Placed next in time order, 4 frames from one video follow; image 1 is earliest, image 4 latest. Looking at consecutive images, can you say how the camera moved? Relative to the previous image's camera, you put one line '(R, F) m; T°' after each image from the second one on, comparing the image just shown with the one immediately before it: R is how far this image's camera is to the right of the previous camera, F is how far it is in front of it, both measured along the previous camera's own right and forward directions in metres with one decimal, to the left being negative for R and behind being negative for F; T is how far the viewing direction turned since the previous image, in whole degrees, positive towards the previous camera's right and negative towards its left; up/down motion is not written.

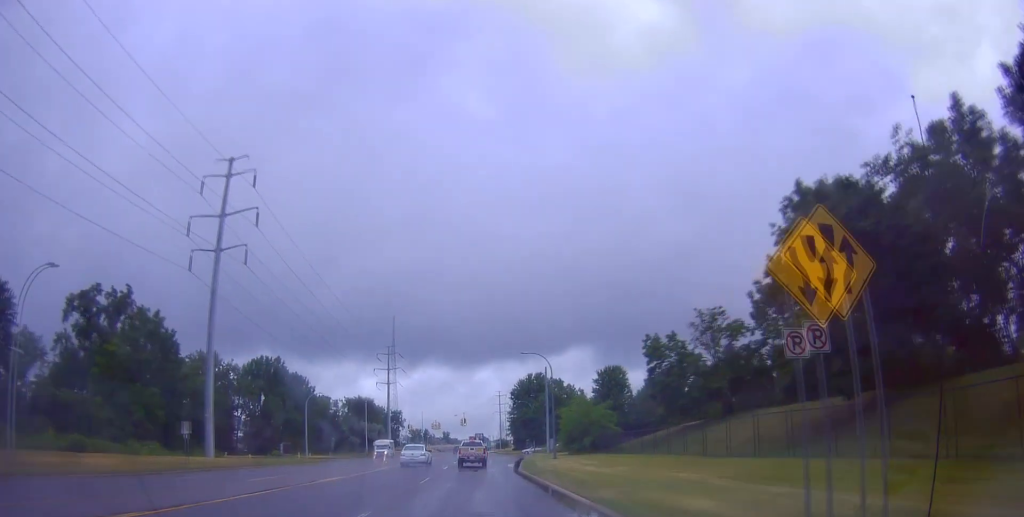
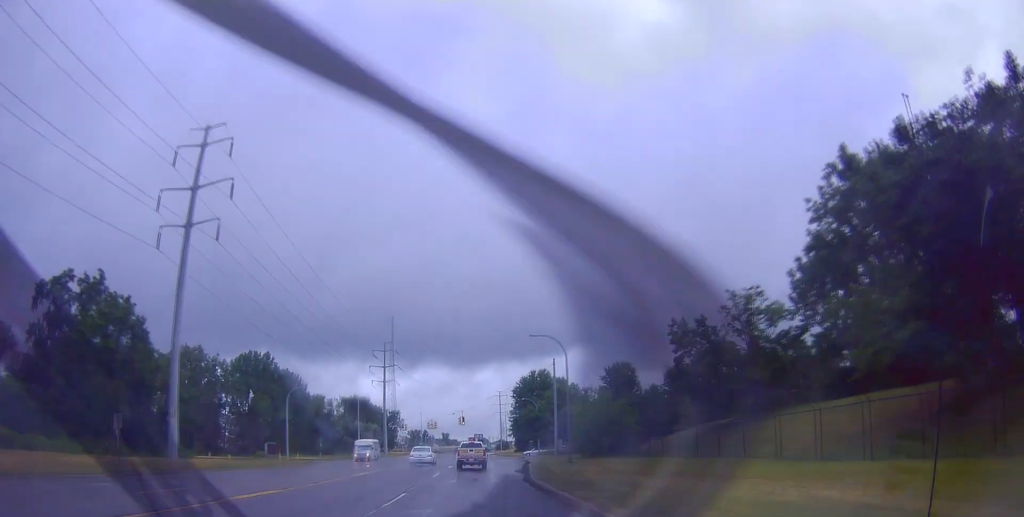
(-0.2, +8.2) m; -1°
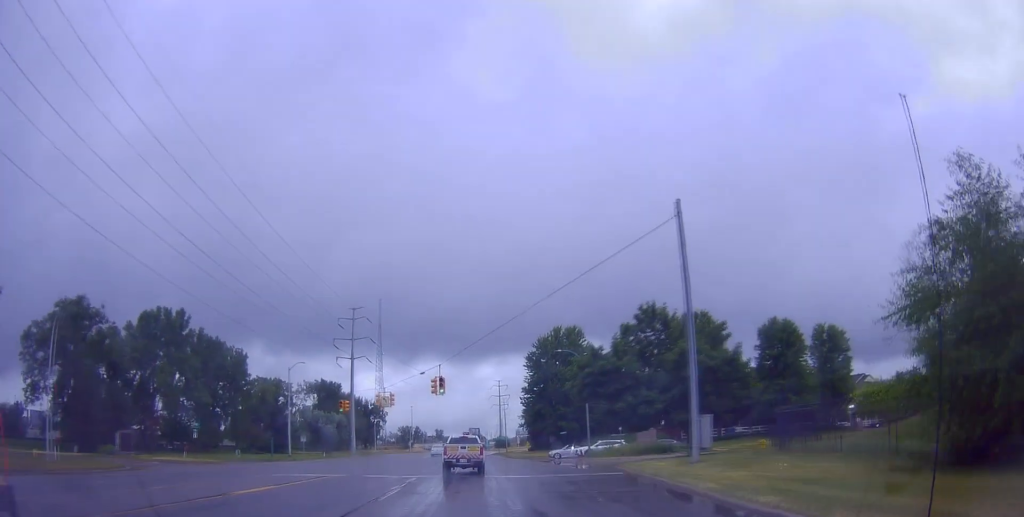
(-1.4, +44.3) m; +3°
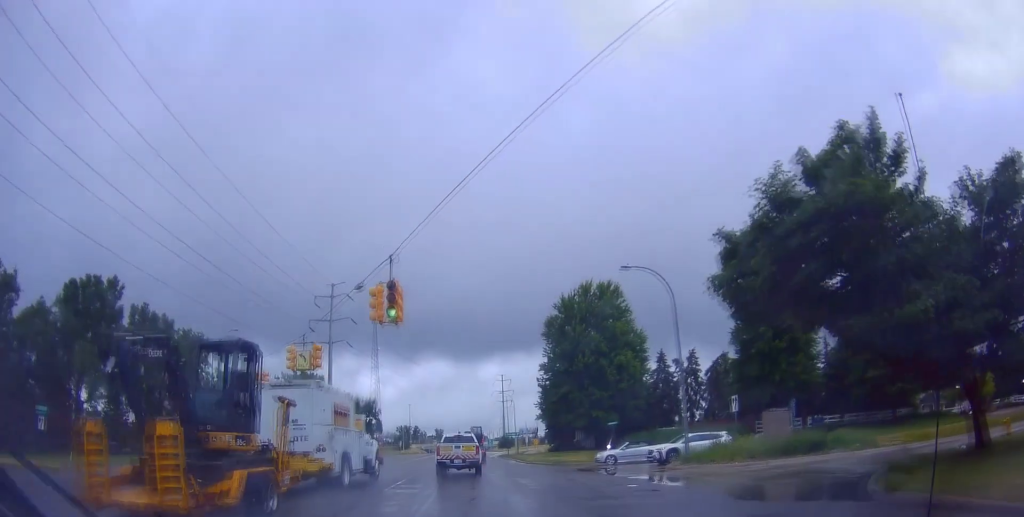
(+0.1, +25.2) m; -3°
